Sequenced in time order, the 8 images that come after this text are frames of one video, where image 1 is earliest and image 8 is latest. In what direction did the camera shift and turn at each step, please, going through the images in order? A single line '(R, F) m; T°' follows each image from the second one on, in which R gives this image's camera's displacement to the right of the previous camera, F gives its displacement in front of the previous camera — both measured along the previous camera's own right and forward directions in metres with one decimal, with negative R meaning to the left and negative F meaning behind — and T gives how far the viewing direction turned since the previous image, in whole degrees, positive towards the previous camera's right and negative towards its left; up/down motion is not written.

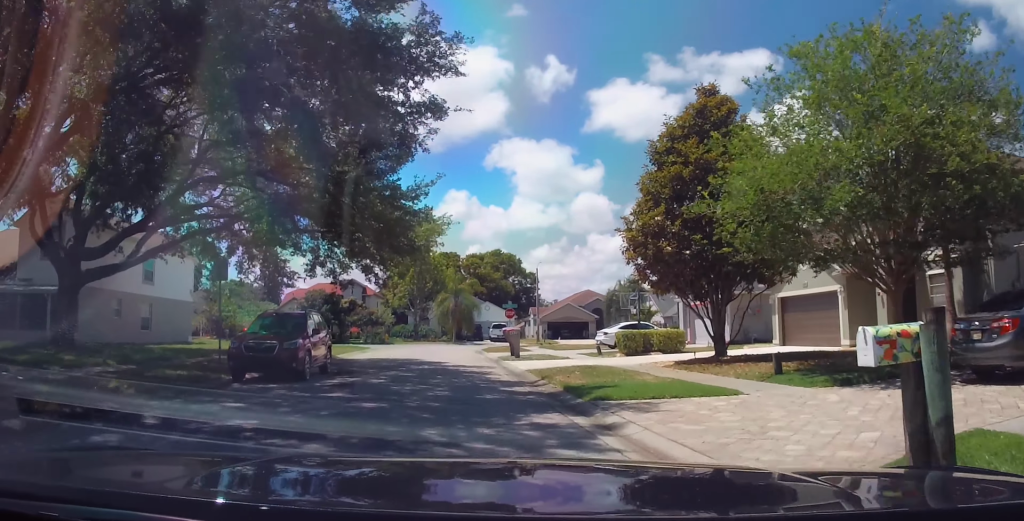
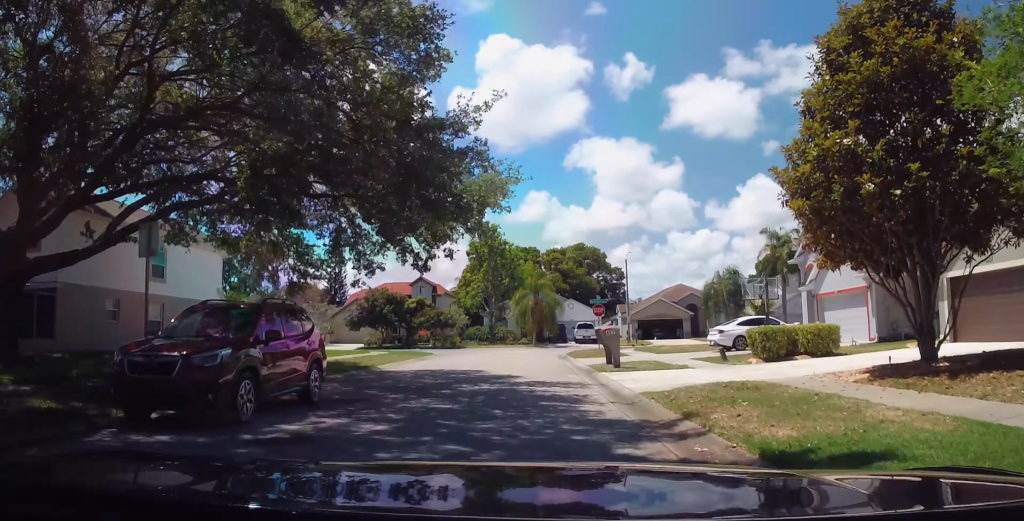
(-1.0, +6.7) m; -9°
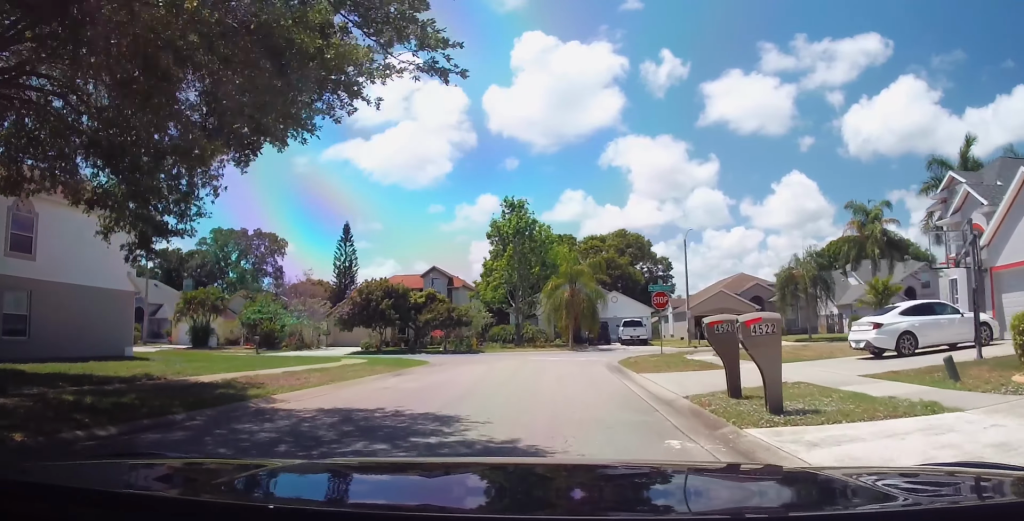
(-0.3, +10.6) m; -1°
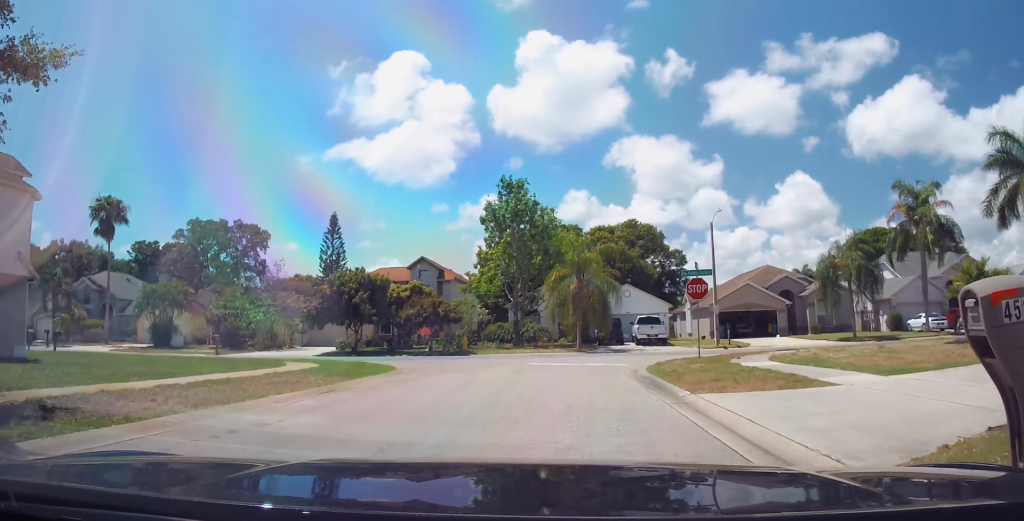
(0.0, +6.2) m; 0°
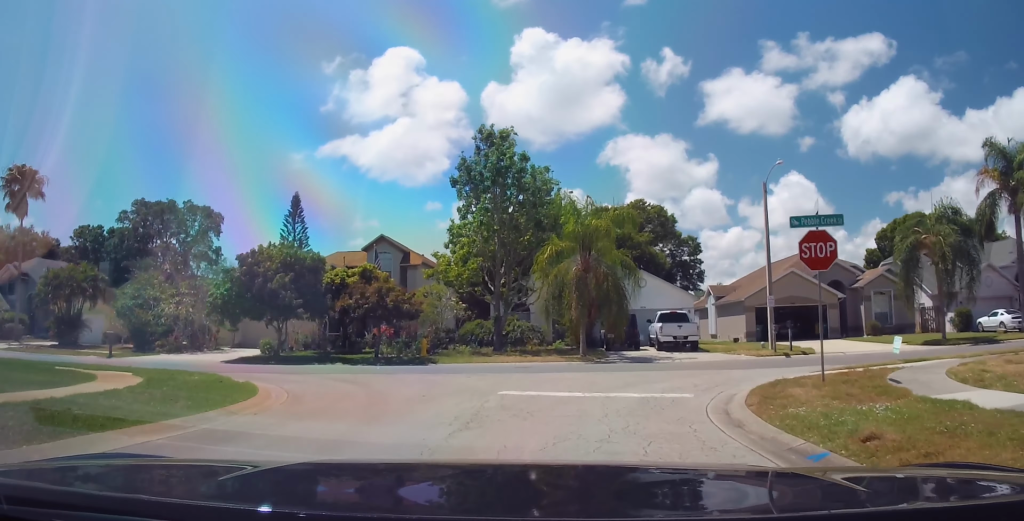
(0.0, +10.5) m; 0°
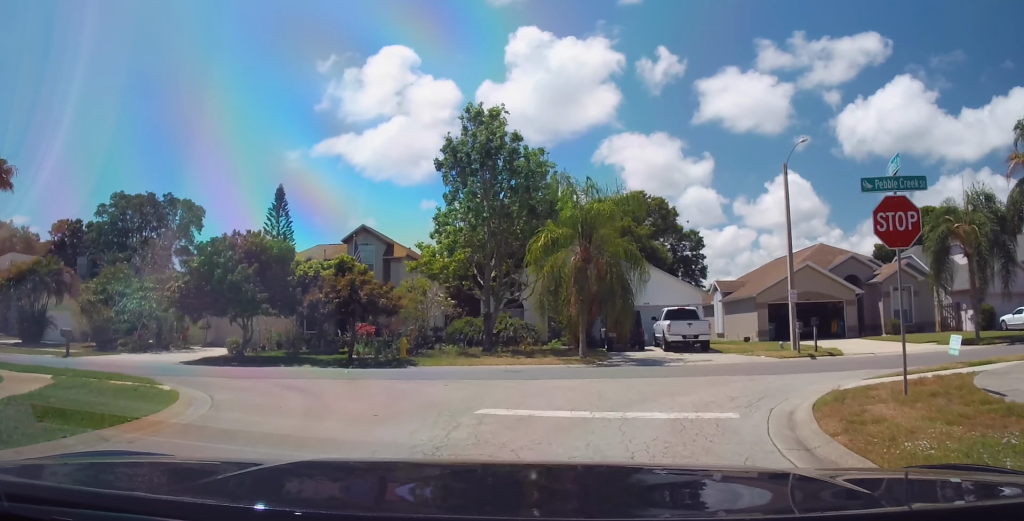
(0.0, +3.2) m; 0°
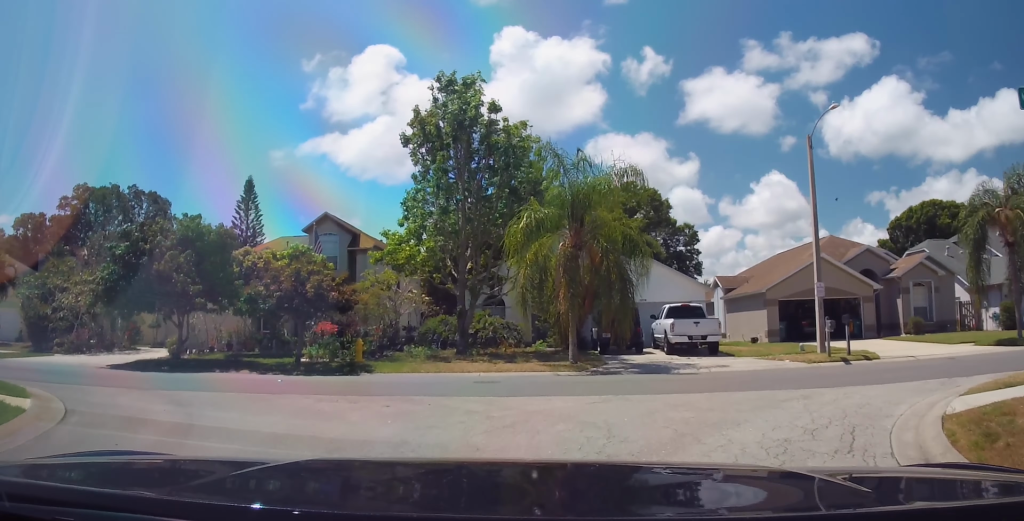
(0.0, +4.3) m; 0°
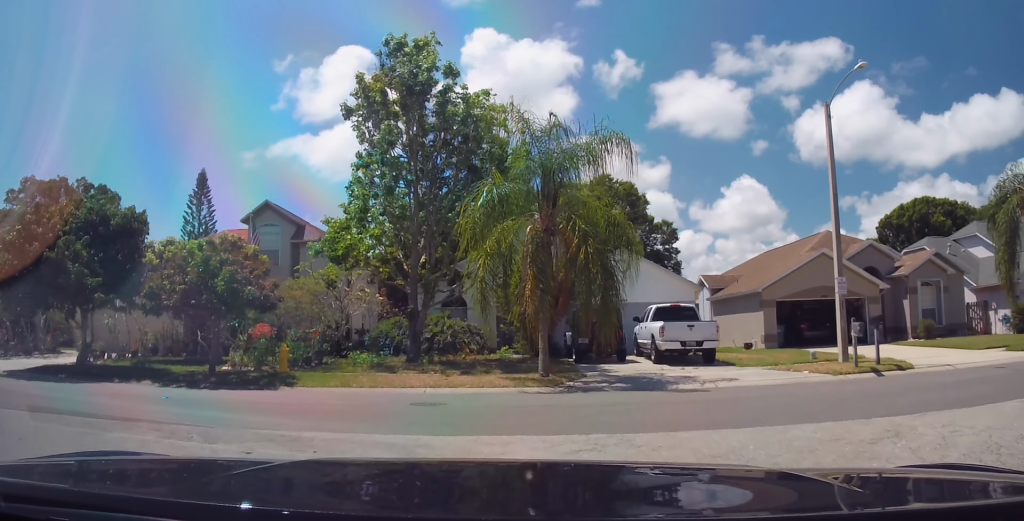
(0.0, +5.4) m; 0°
